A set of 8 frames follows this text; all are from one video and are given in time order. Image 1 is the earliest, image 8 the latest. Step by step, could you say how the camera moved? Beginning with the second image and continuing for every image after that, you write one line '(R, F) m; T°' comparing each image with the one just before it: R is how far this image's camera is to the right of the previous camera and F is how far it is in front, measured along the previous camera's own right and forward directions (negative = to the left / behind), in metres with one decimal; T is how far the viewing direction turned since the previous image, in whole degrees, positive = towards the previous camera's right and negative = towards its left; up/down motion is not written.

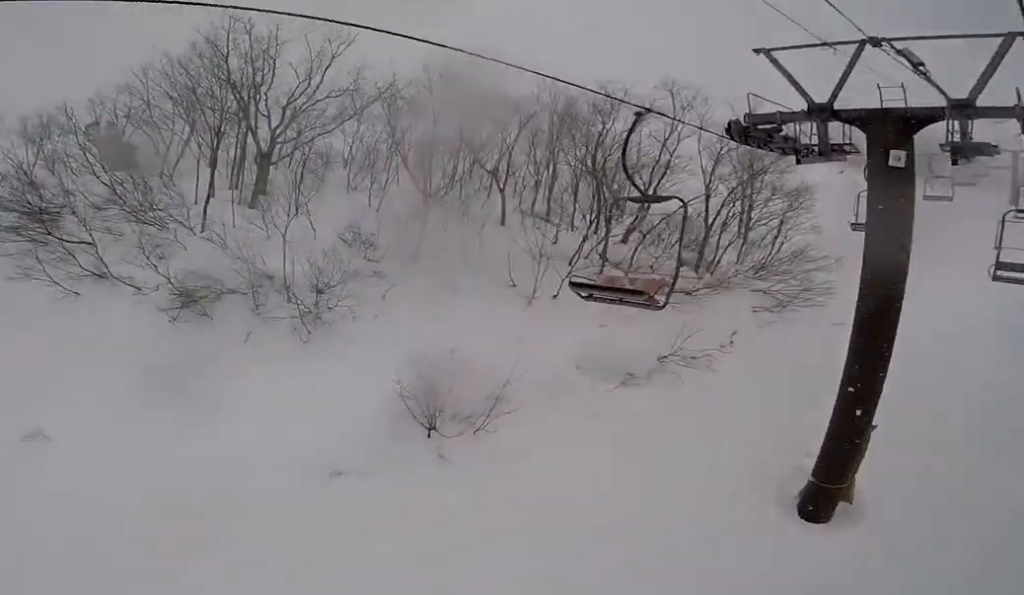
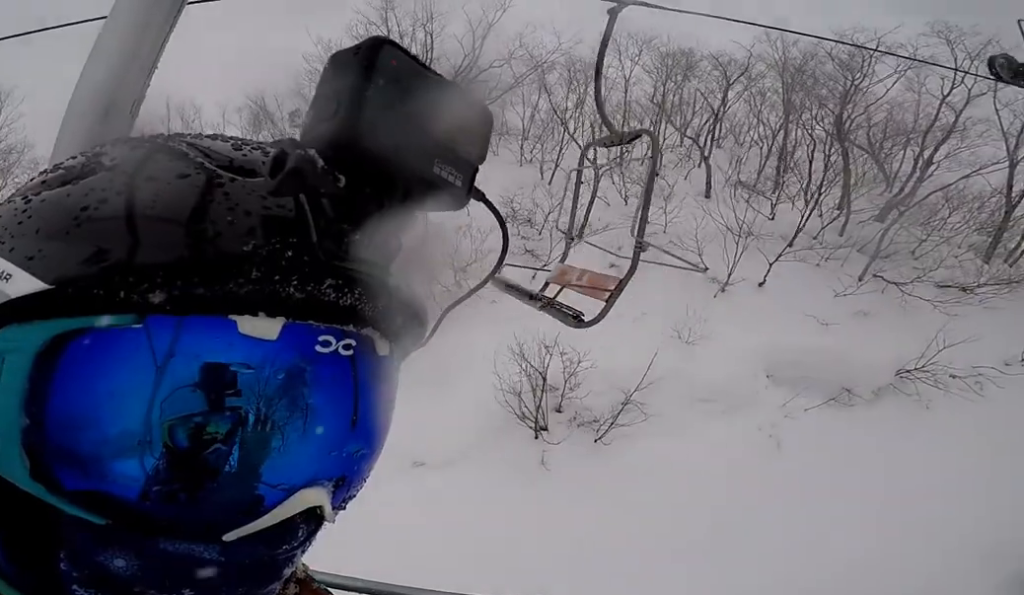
(-0.6, +1.4) m; -14°
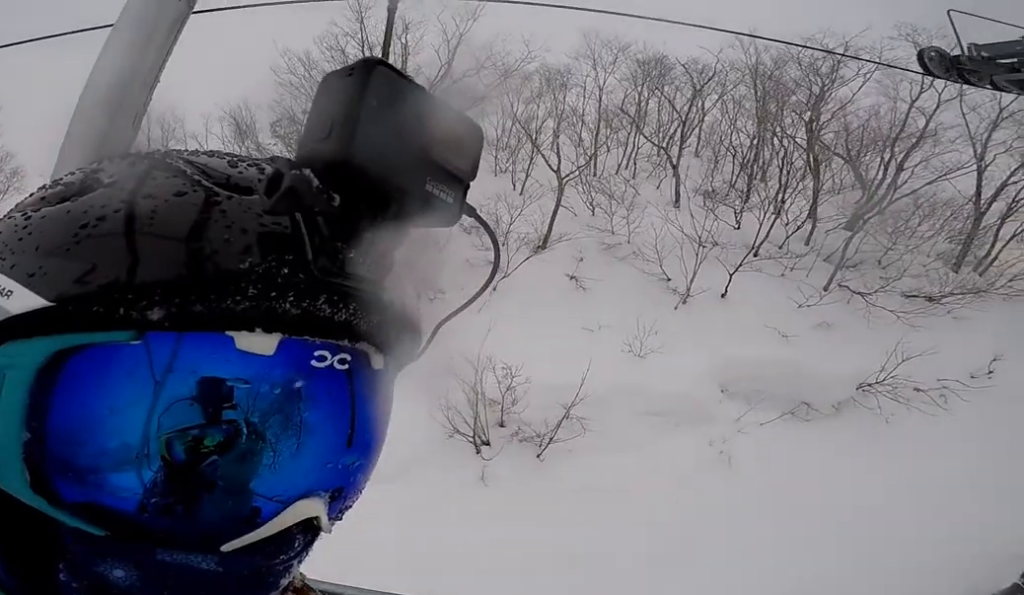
(-0.2, +0.8) m; +13°
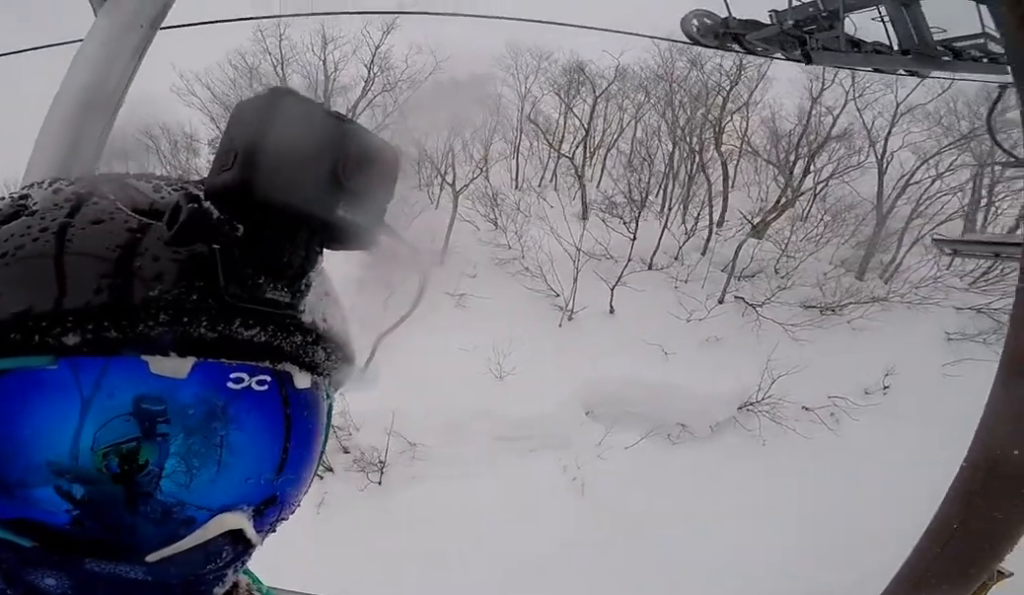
(+1.0, +1.9) m; -9°
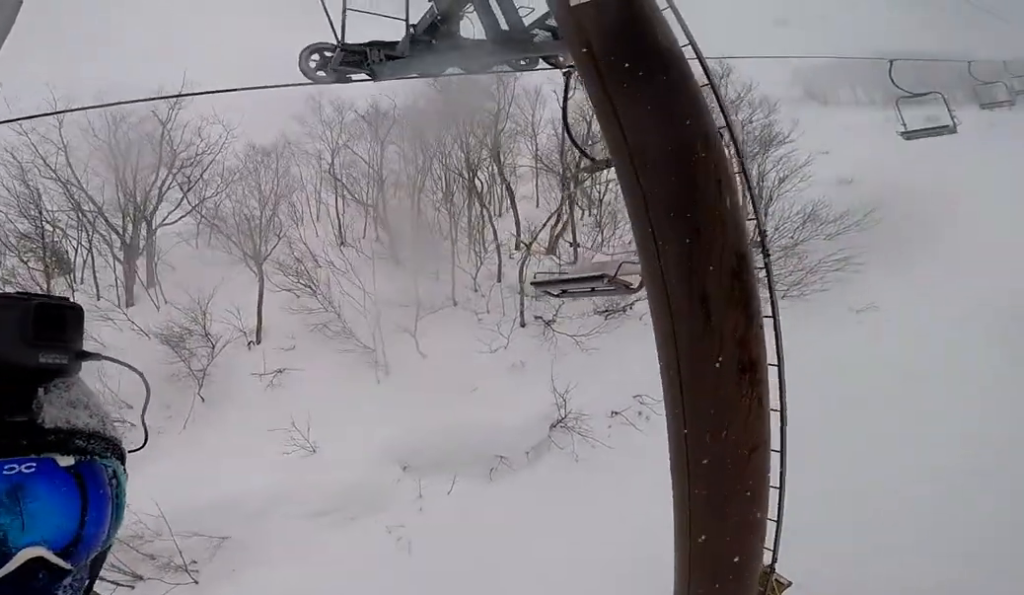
(-1.3, +1.9) m; +6°
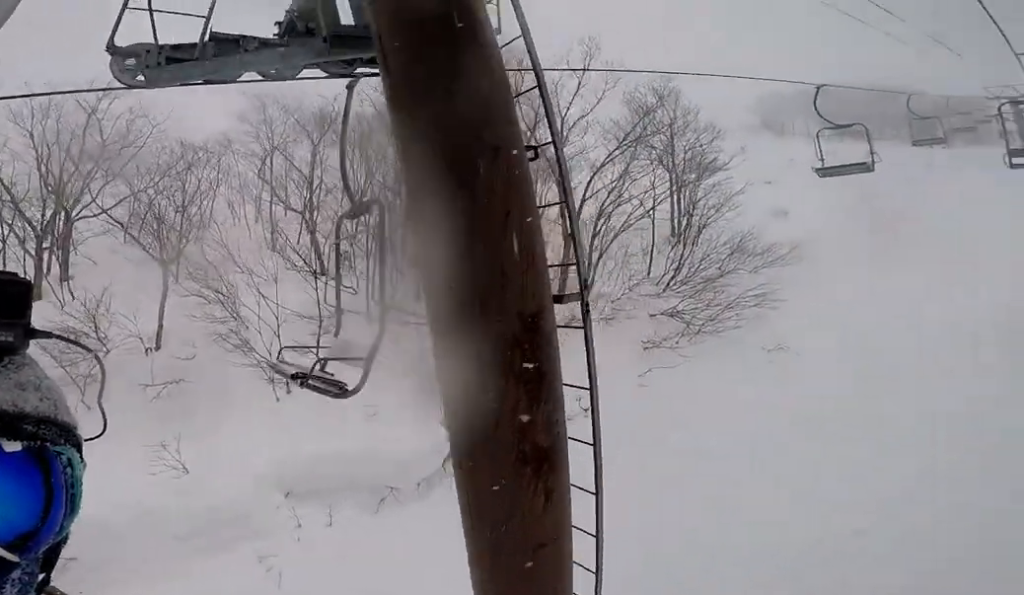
(+0.7, +1.0) m; +4°
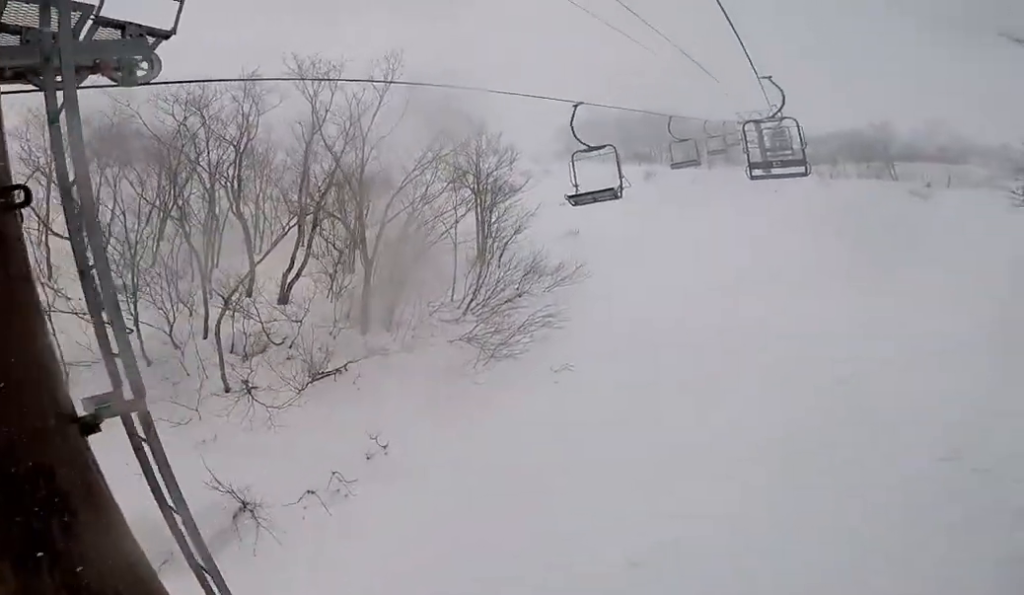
(+0.4, +1.2) m; -5°
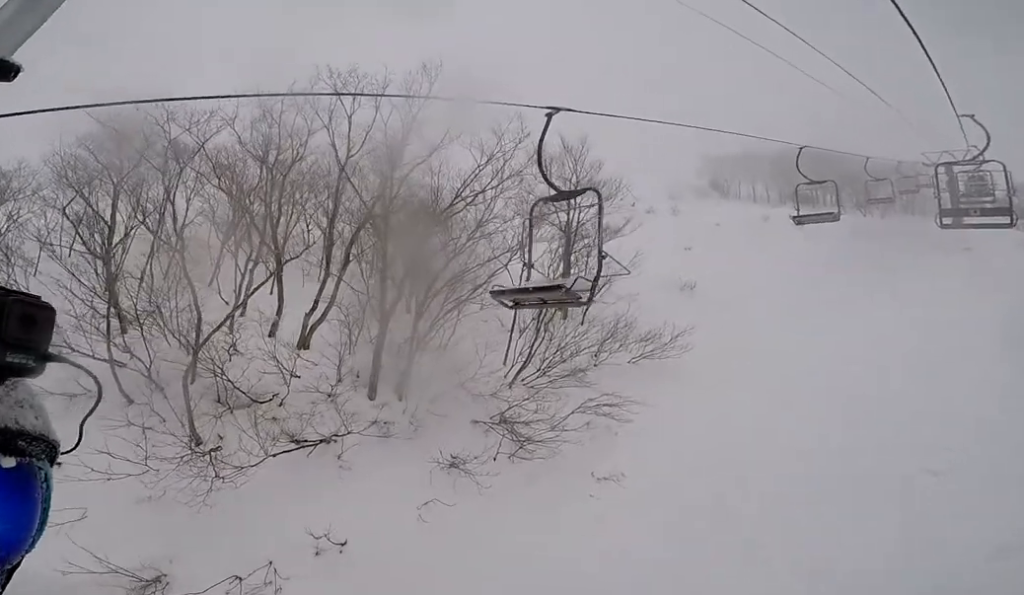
(-1.4, +3.1) m; -11°
